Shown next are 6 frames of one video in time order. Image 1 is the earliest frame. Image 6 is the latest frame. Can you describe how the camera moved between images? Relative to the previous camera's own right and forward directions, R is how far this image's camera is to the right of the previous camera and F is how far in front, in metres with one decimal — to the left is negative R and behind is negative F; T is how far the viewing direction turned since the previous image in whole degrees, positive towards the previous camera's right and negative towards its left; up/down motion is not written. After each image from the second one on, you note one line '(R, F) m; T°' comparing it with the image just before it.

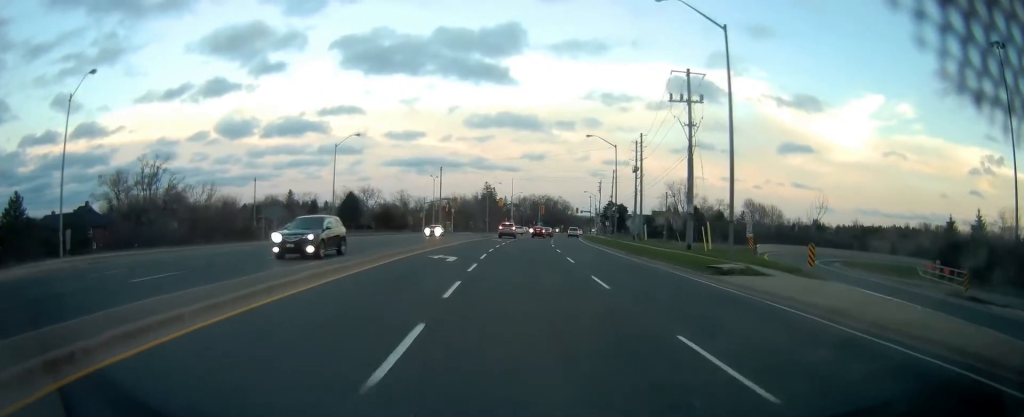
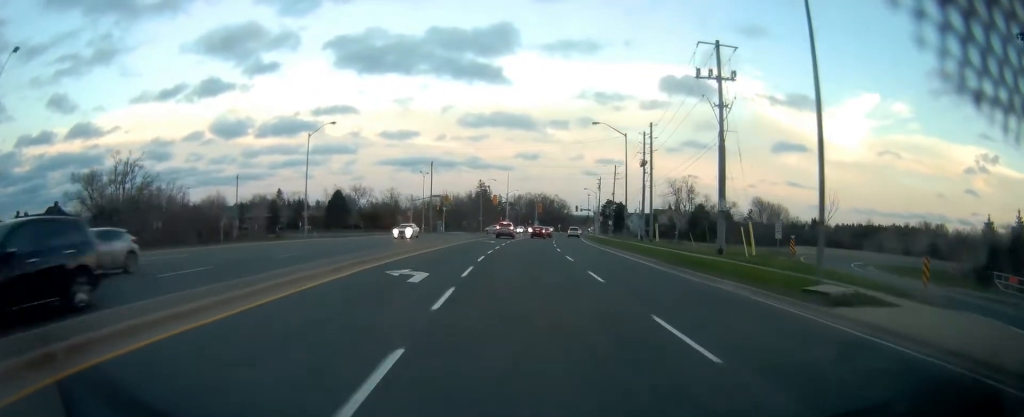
(0.0, +8.2) m; 0°
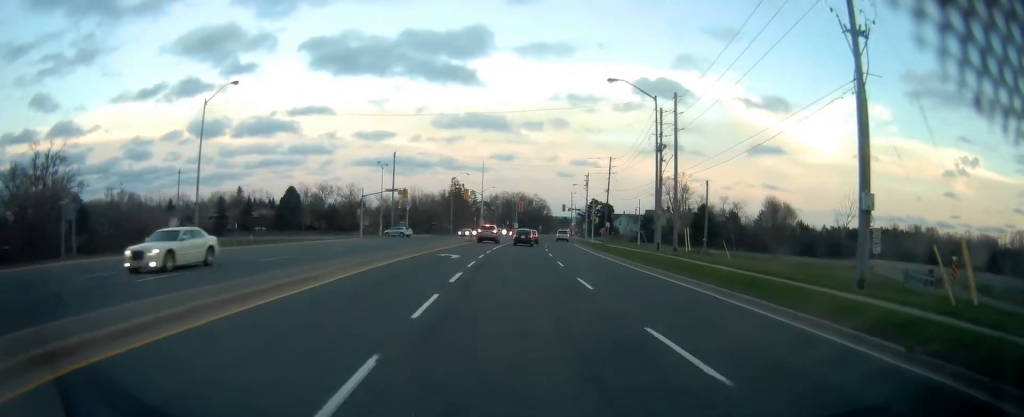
(+0.5, +18.6) m; +4°
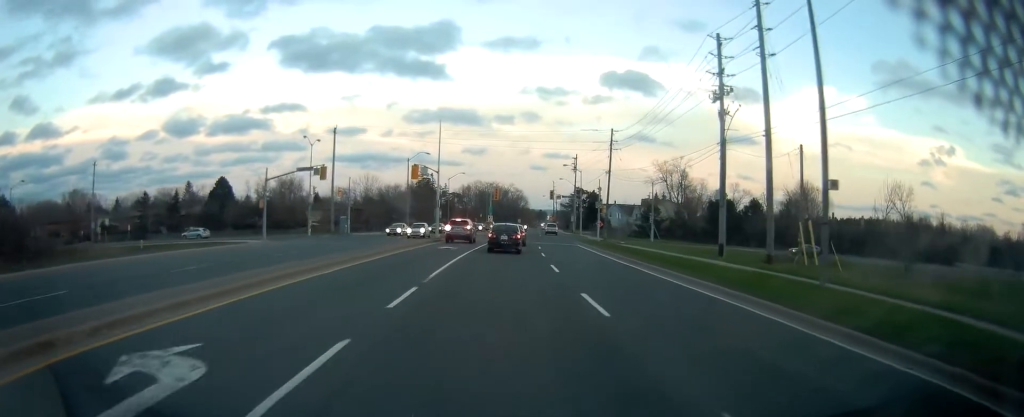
(+0.6, +23.4) m; +1°
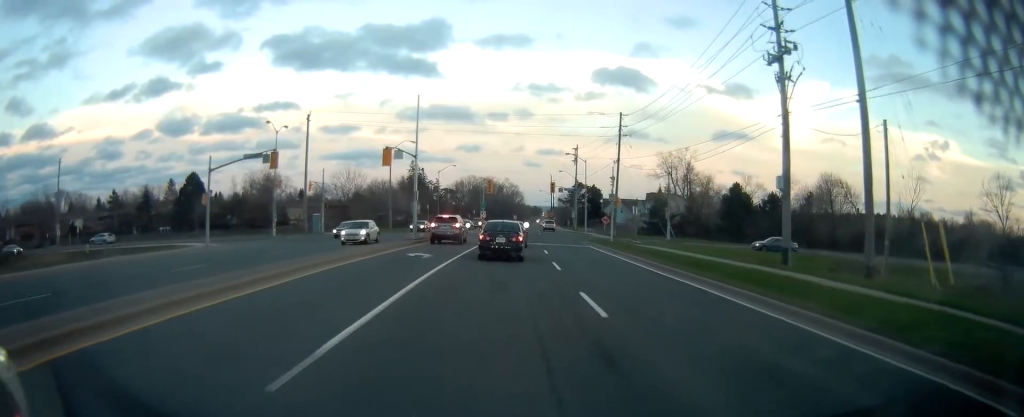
(-0.1, +10.0) m; 0°
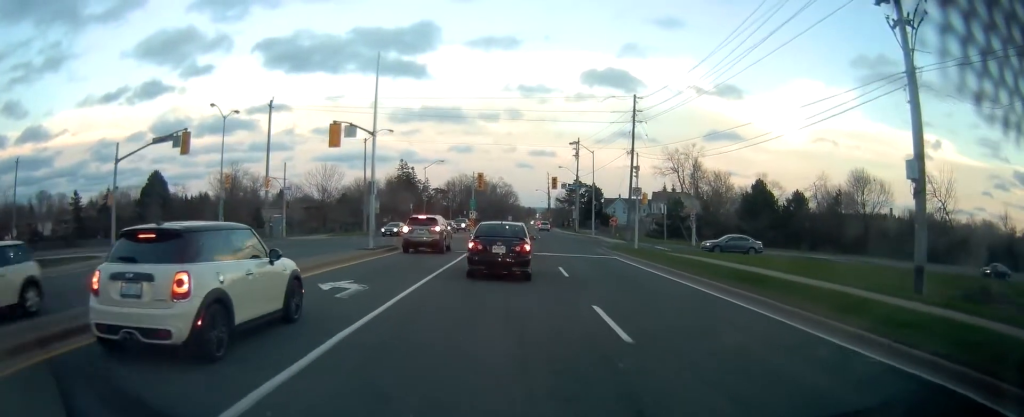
(+0.5, +12.0) m; +4°
